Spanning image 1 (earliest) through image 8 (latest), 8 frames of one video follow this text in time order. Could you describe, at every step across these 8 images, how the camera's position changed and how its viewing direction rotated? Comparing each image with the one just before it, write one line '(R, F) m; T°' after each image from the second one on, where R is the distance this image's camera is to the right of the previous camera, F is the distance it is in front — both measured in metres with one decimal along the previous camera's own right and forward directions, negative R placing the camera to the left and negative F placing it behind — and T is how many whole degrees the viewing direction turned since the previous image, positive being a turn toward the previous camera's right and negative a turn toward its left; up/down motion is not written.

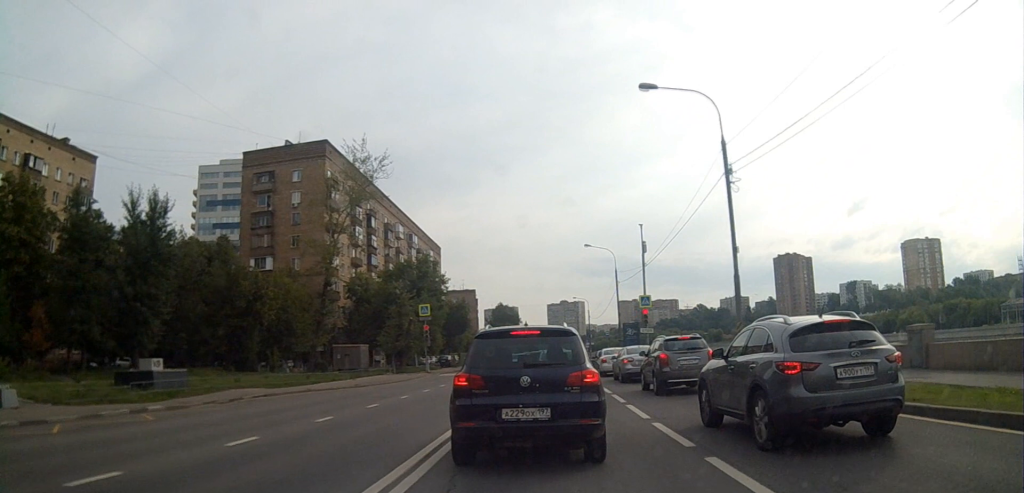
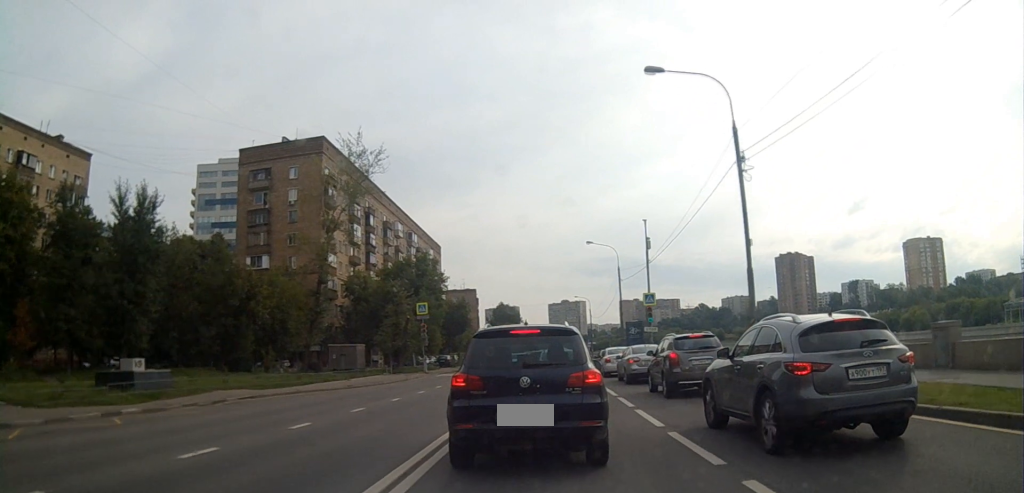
(0.0, +1.5) m; 0°
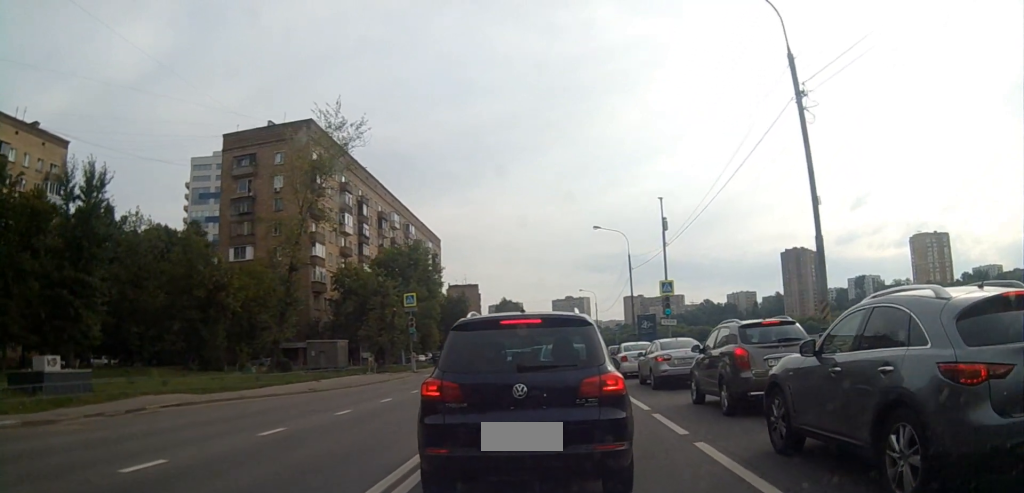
(-0.1, +7.4) m; +2°
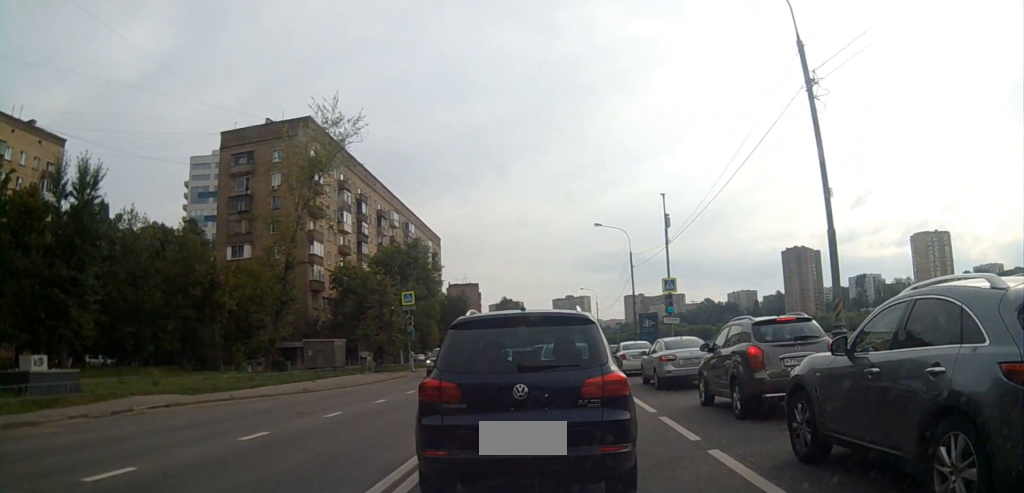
(+0.1, +1.6) m; 0°
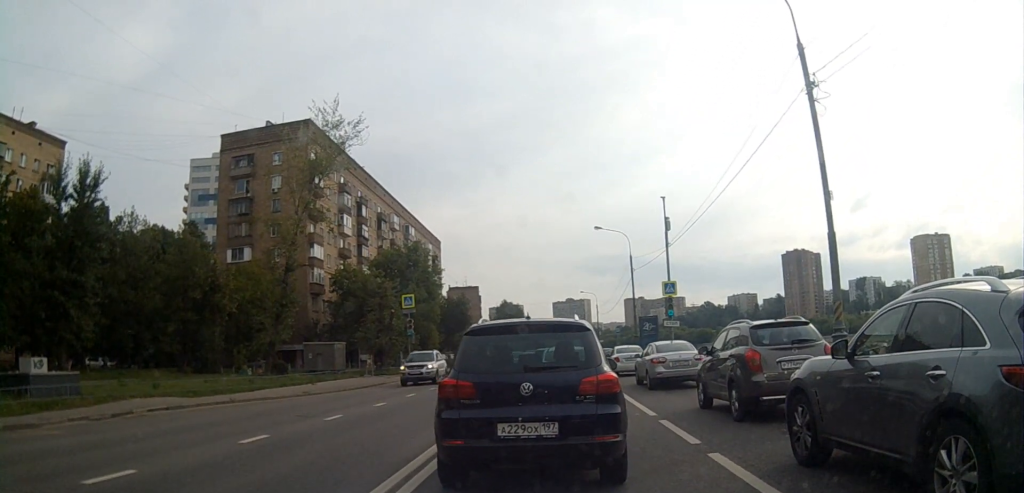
(0.0, +0.7) m; 0°
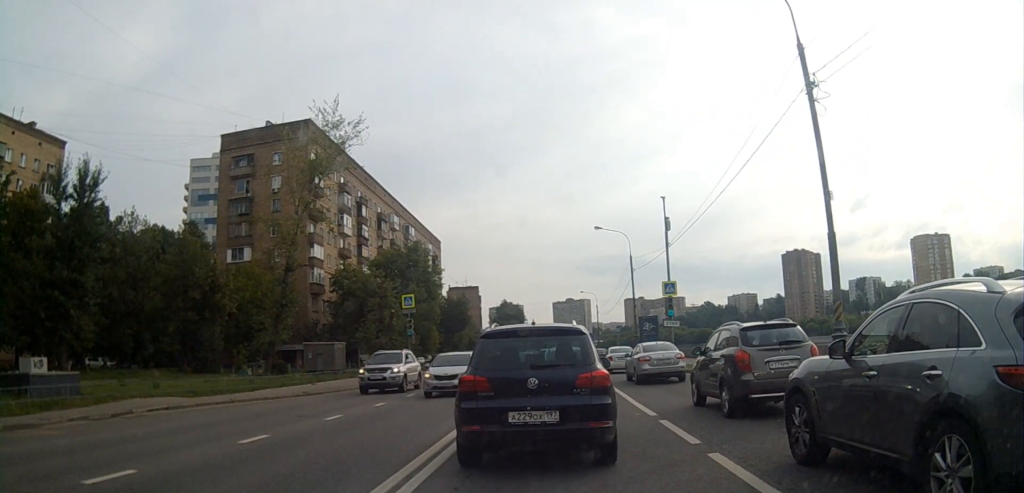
(0.0, +0.3) m; 0°
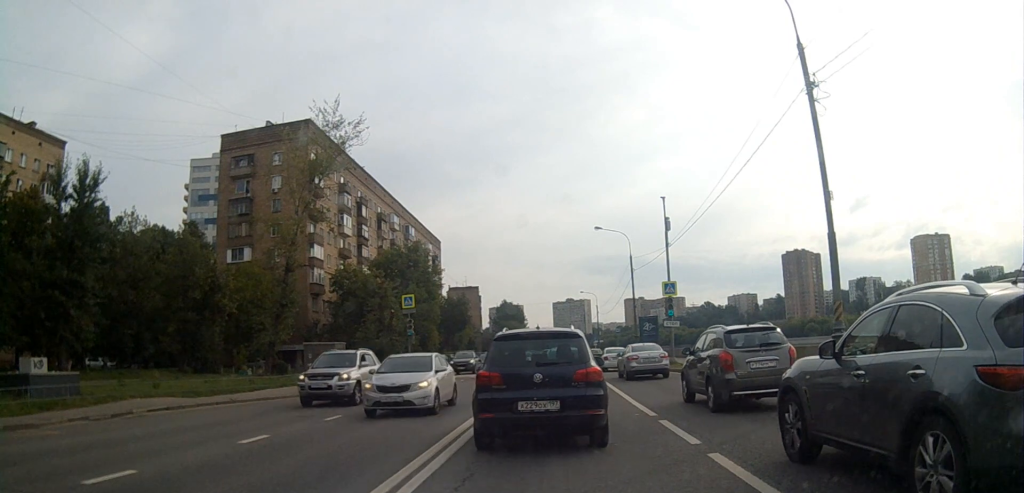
(0.0, +0.1) m; 0°
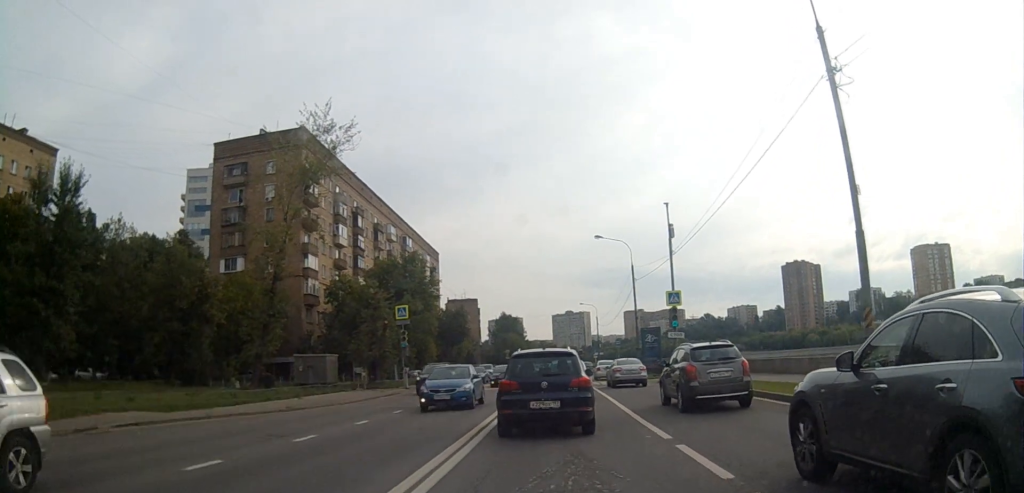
(0.0, +0.5) m; -1°
